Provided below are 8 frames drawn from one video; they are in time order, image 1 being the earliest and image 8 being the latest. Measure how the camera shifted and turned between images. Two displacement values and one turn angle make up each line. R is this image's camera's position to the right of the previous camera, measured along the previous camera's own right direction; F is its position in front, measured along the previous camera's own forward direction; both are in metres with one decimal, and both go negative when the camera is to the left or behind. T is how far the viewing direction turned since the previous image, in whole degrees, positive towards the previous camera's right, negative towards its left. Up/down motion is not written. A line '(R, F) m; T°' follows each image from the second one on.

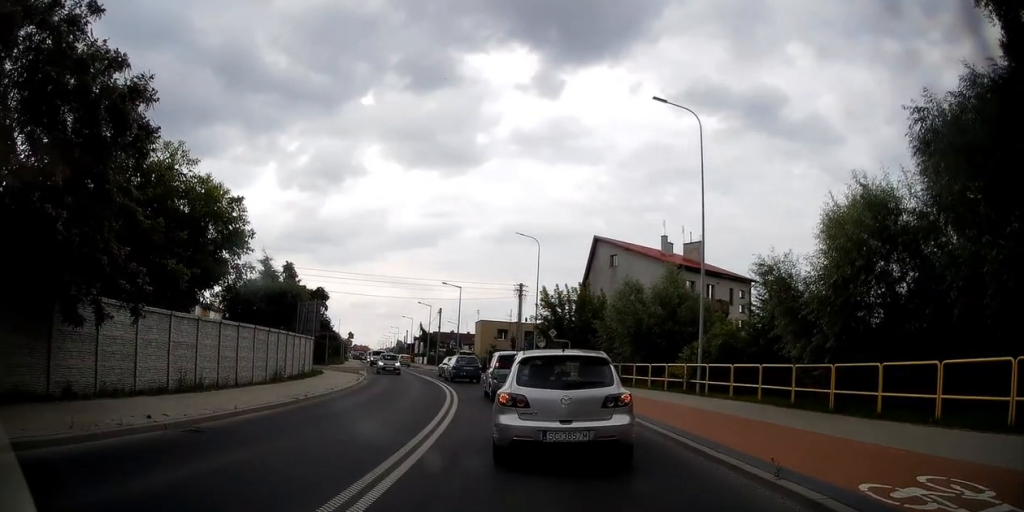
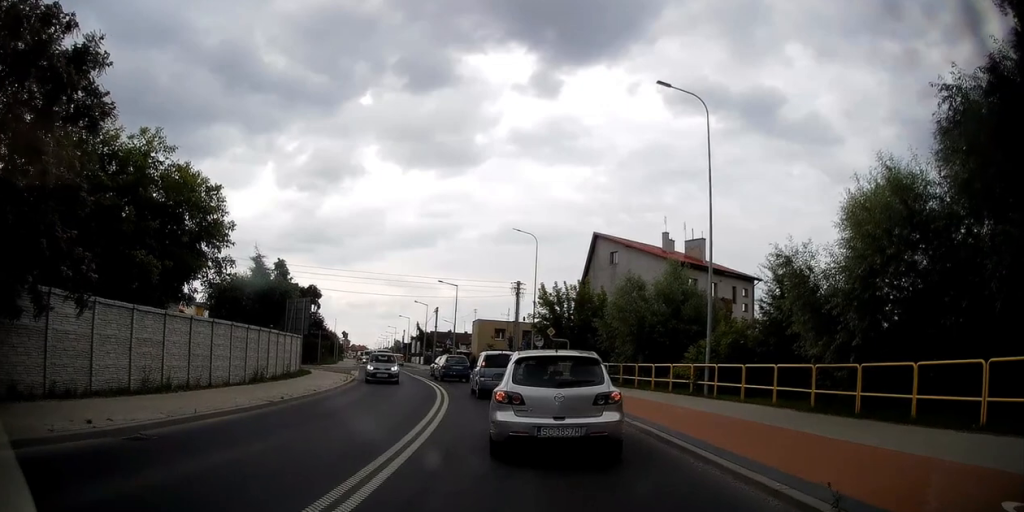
(+0.3, +1.4) m; 0°
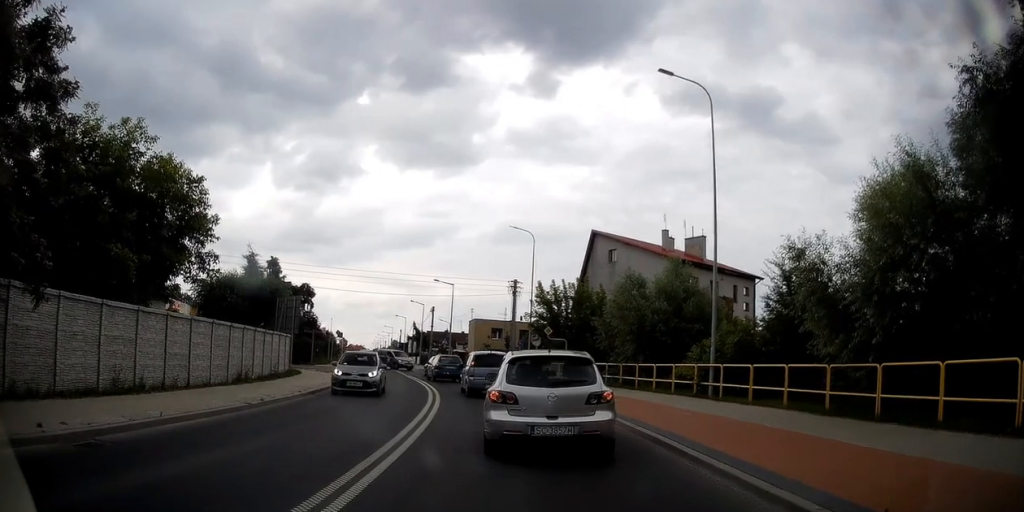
(0.0, +1.0) m; 0°
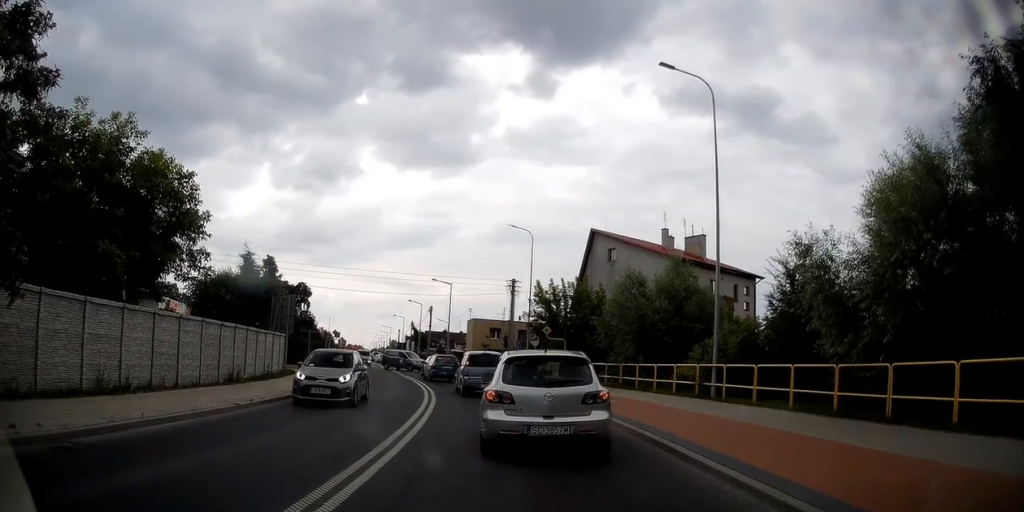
(0.0, +0.5) m; 0°
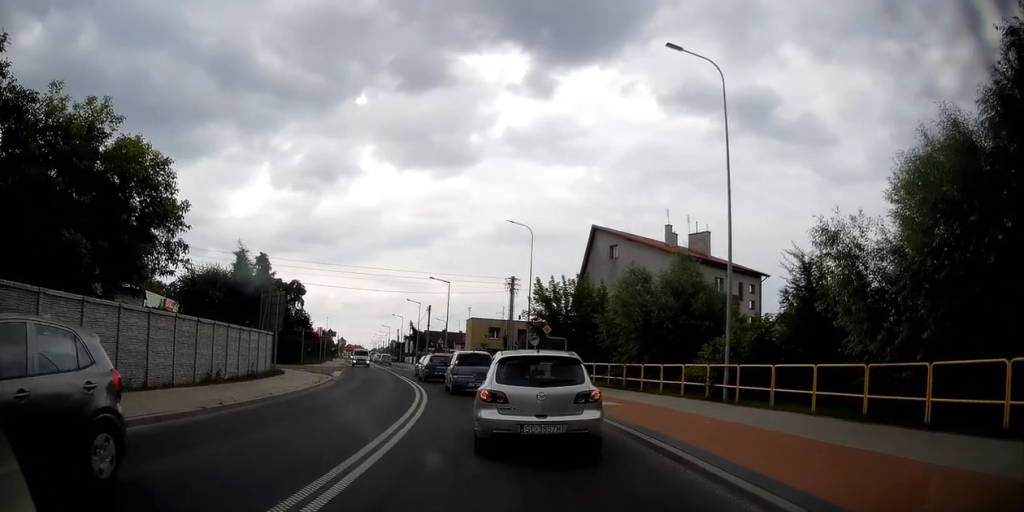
(+0.1, +1.4) m; 0°
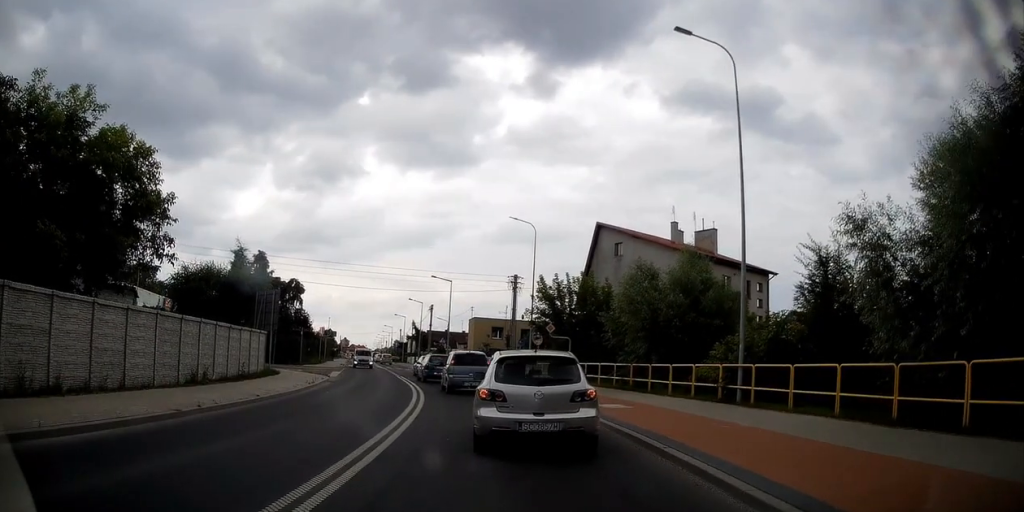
(+0.1, +1.1) m; 0°
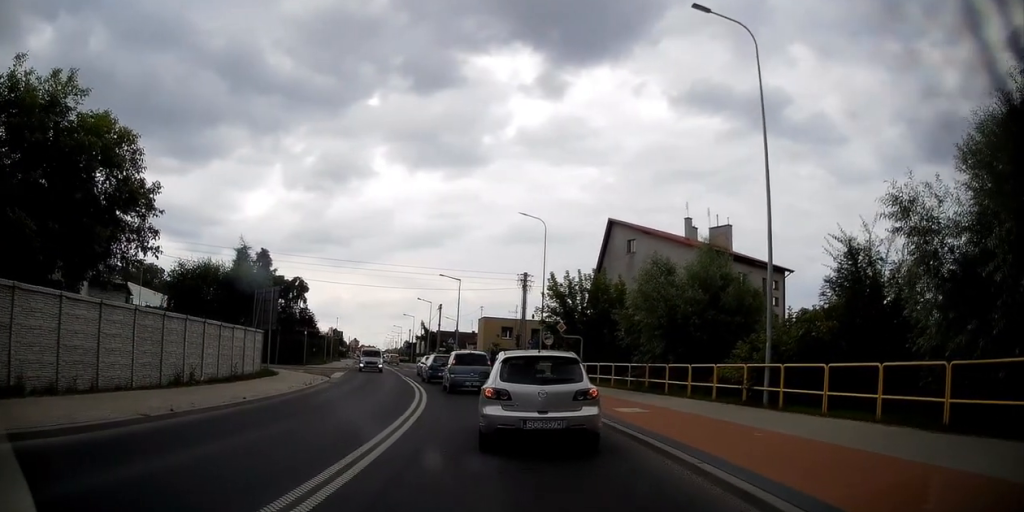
(0.0, +1.5) m; 0°
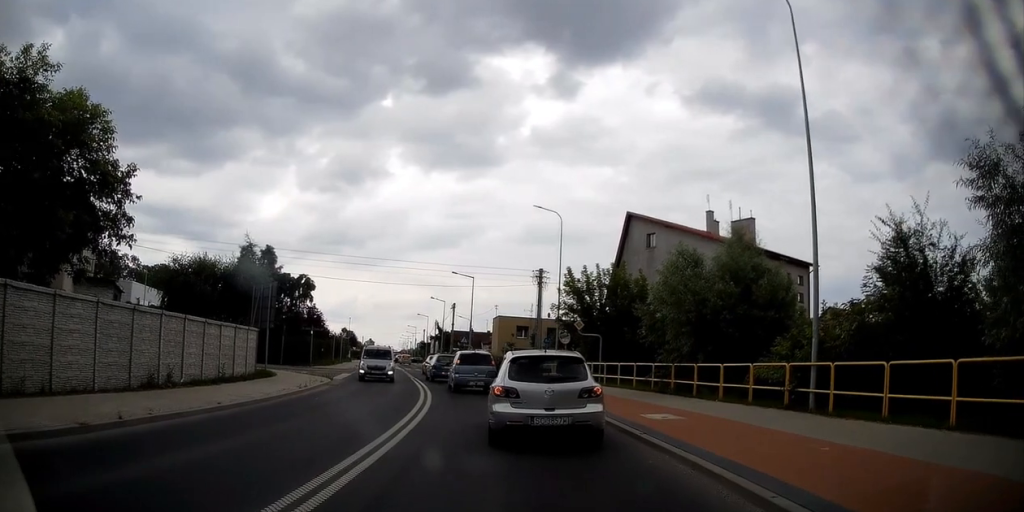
(+0.1, +2.1) m; 0°
